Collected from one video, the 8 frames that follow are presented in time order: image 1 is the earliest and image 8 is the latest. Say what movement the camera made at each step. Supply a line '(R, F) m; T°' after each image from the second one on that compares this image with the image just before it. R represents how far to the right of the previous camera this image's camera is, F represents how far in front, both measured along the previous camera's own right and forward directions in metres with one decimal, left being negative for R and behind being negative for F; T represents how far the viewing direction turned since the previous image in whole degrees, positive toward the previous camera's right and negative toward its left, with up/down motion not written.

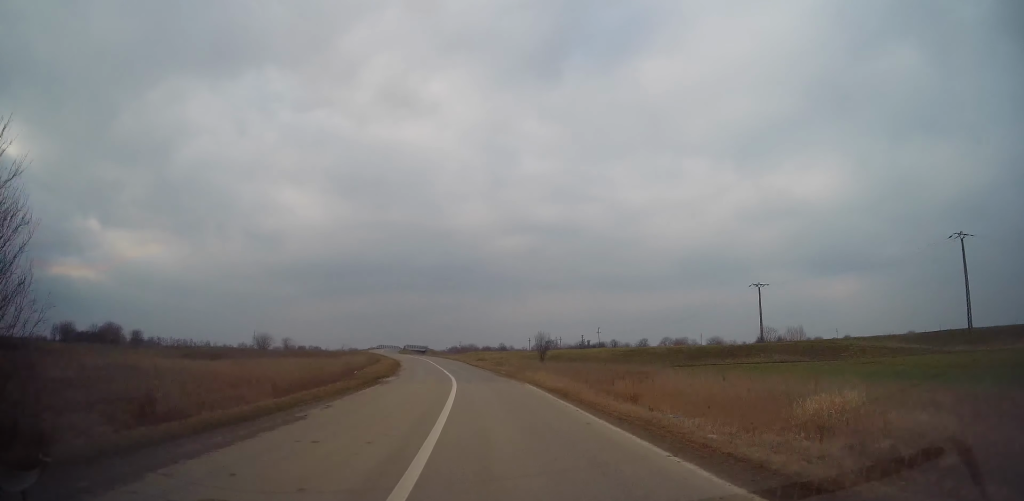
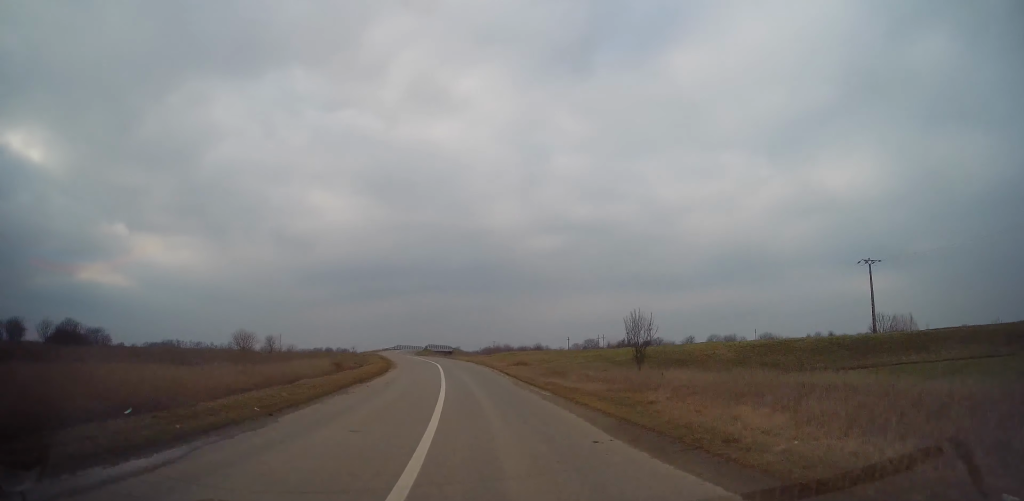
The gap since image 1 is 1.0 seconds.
(-0.4, +23.8) m; -3°
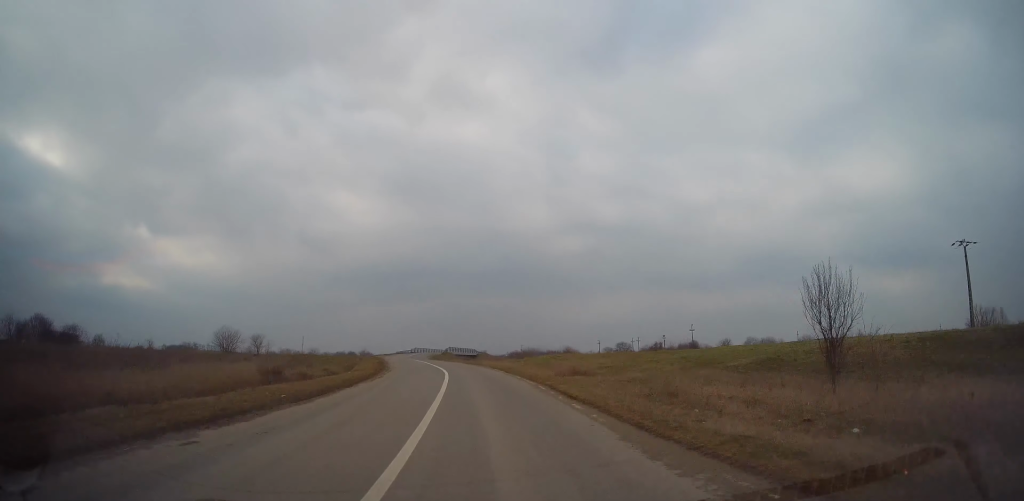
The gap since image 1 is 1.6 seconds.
(-0.3, +14.9) m; -2°
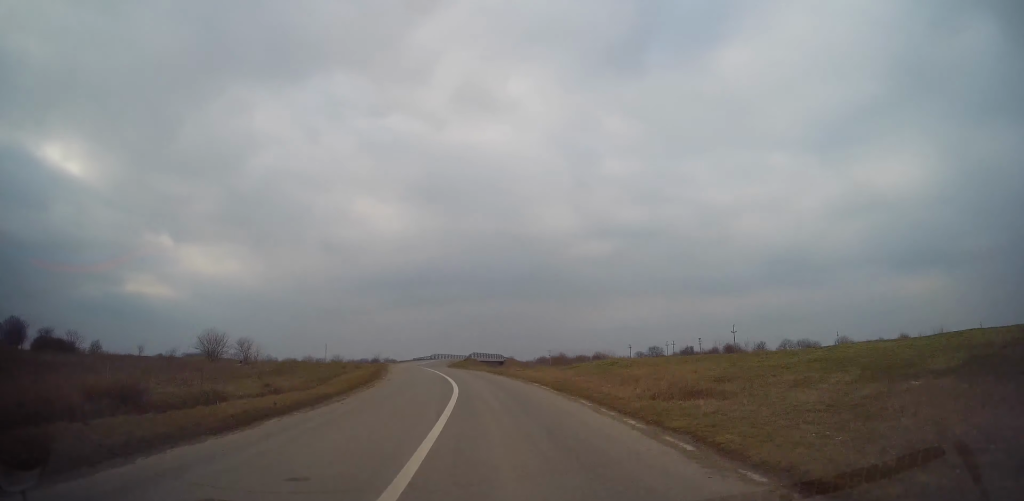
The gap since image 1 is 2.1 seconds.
(-0.2, +11.0) m; -2°
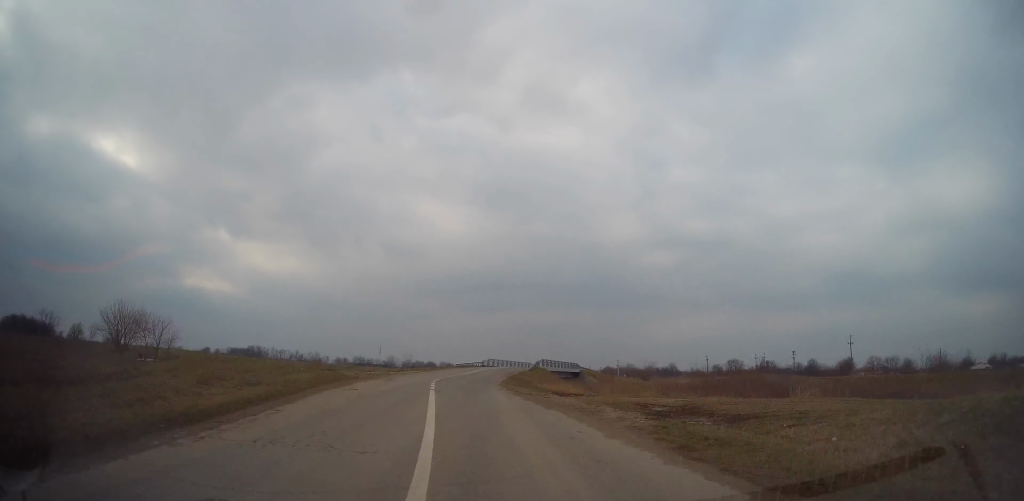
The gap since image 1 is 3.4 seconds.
(-1.6, +27.8) m; -7°
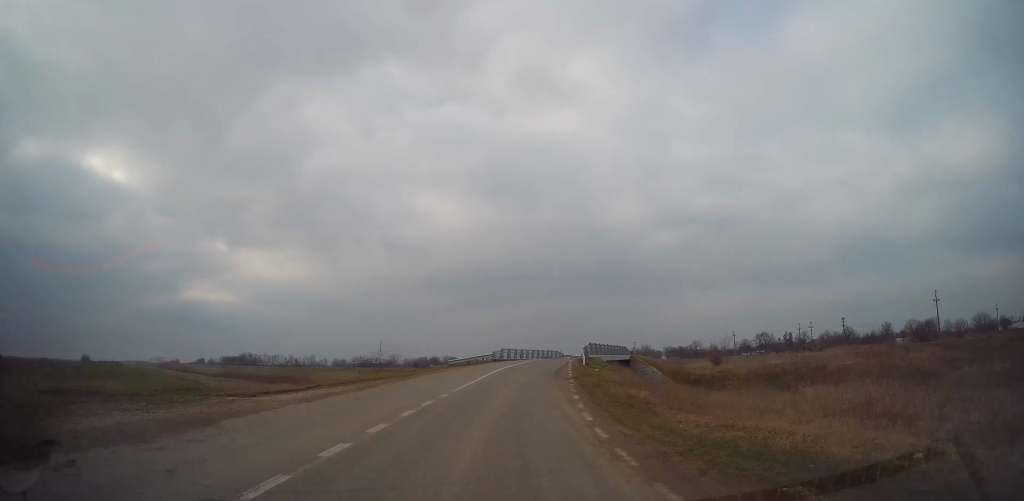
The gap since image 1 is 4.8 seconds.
(-1.2, +28.0) m; -2°
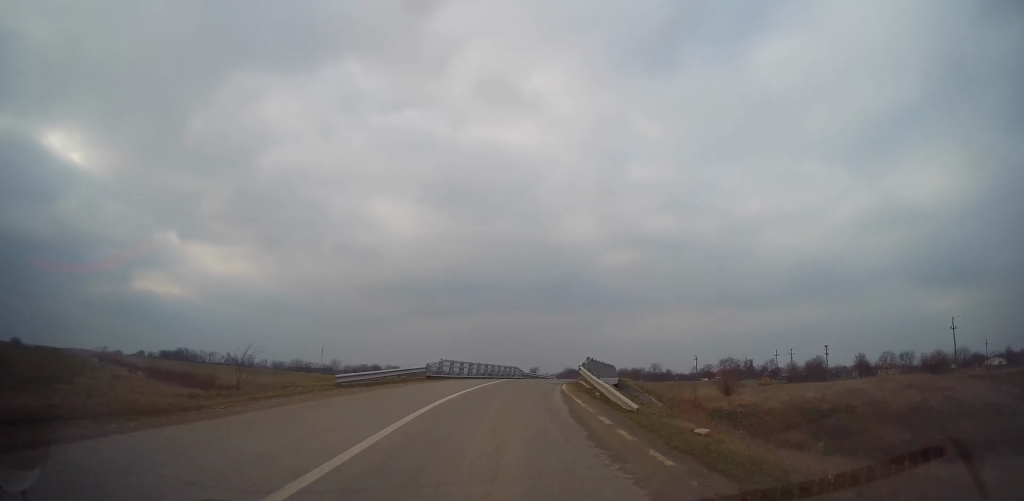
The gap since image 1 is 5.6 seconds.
(+0.1, +17.3) m; +4°
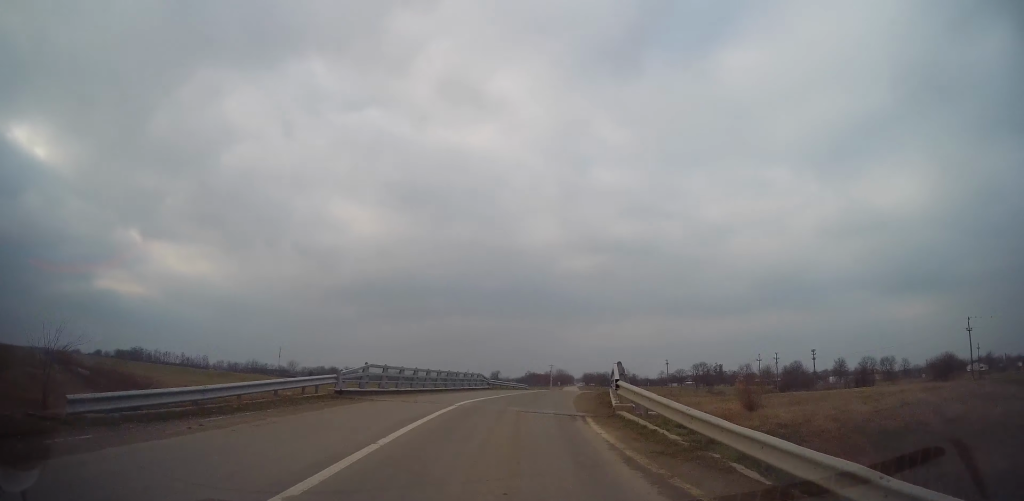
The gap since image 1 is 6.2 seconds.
(+0.7, +11.9) m; +5°
